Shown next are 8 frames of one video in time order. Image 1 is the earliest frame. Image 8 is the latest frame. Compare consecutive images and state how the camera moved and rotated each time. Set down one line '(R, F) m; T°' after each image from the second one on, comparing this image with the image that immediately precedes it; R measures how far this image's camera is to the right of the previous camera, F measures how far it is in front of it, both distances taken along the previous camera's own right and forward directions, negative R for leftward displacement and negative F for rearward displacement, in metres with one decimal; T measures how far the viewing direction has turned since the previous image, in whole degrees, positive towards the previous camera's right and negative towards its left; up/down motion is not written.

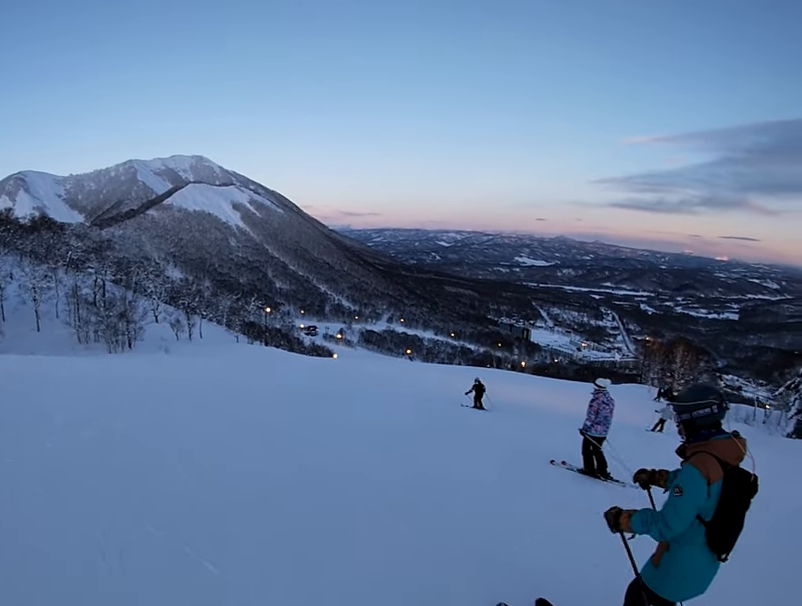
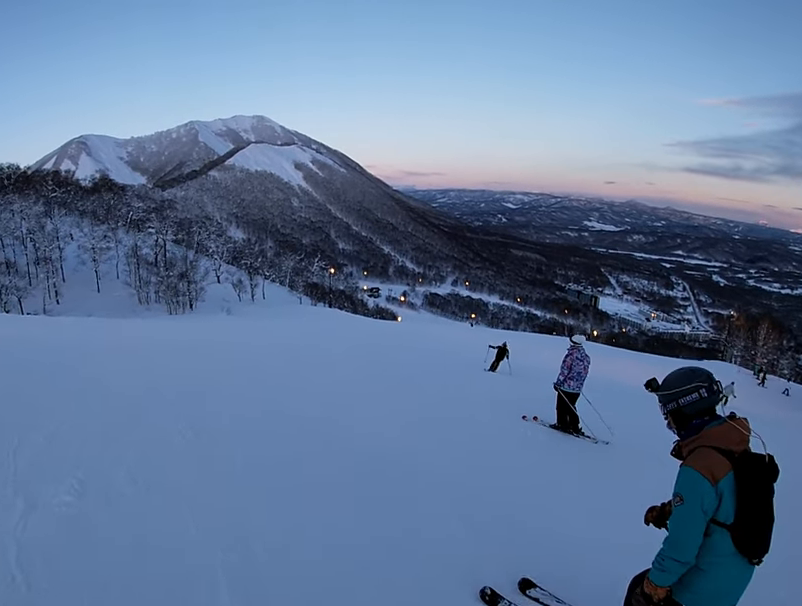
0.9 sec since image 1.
(-0.1, +2.9) m; -1°
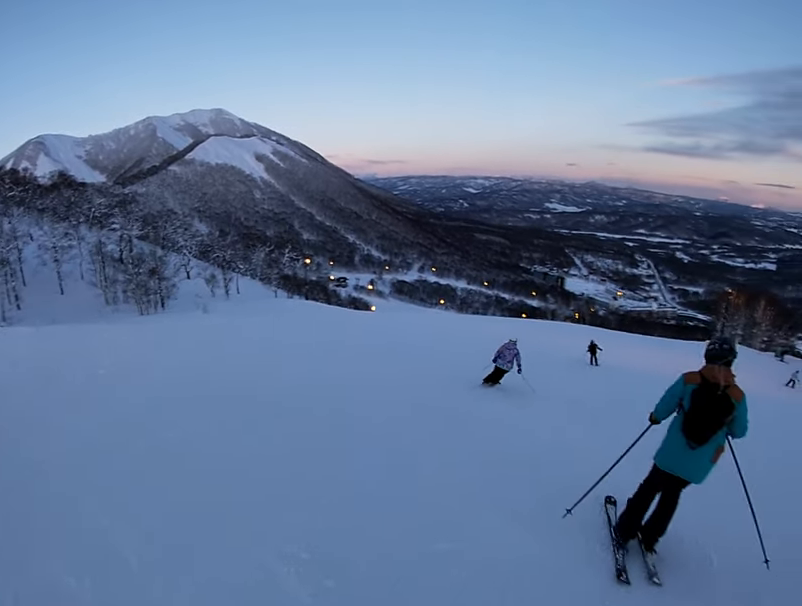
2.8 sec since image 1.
(+0.6, +6.3) m; +17°
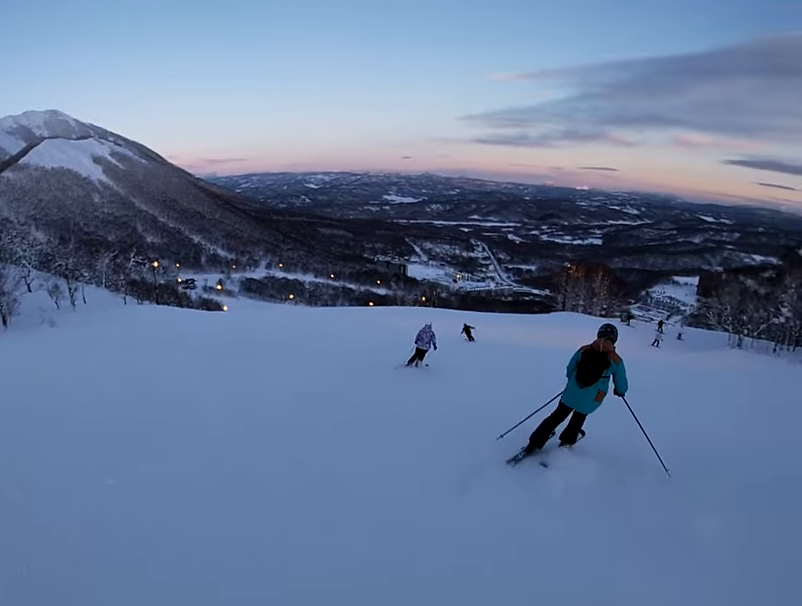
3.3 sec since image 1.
(+0.2, +1.7) m; +7°
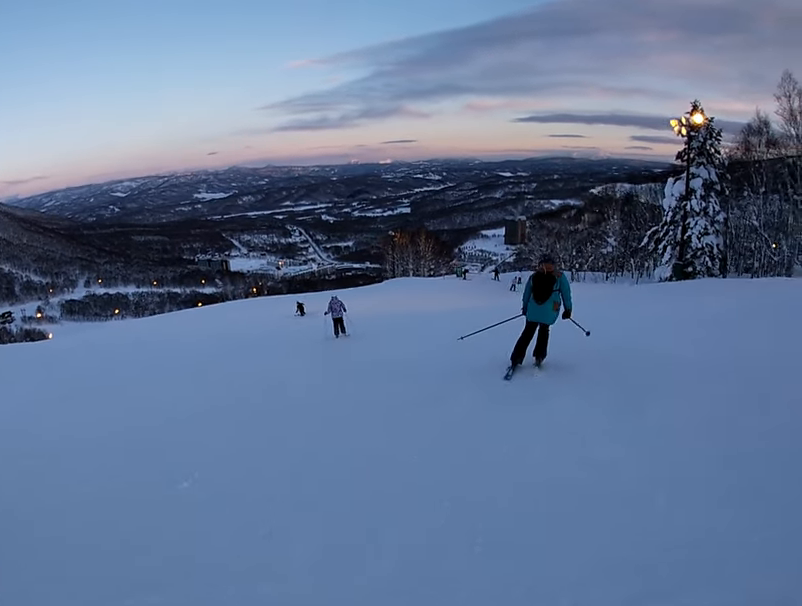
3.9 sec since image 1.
(+0.1, +2.1) m; +8°
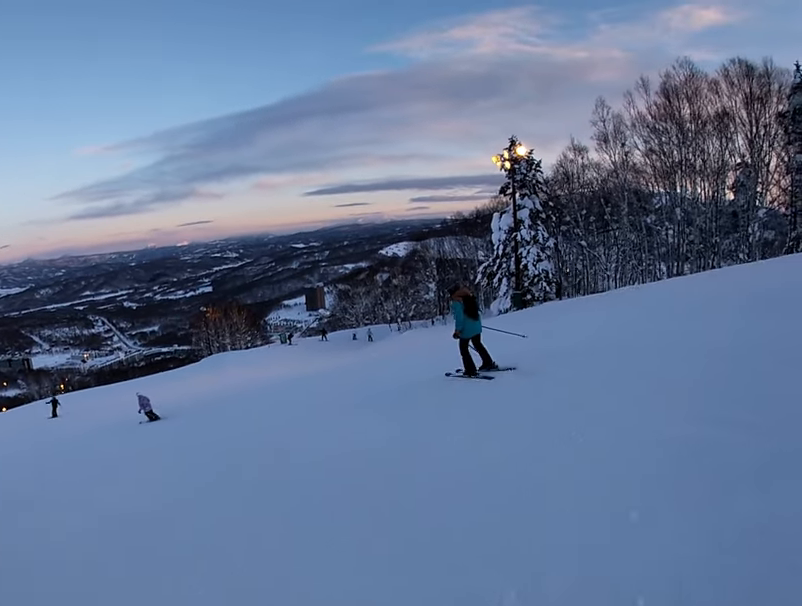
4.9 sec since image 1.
(+0.5, +3.8) m; +13°
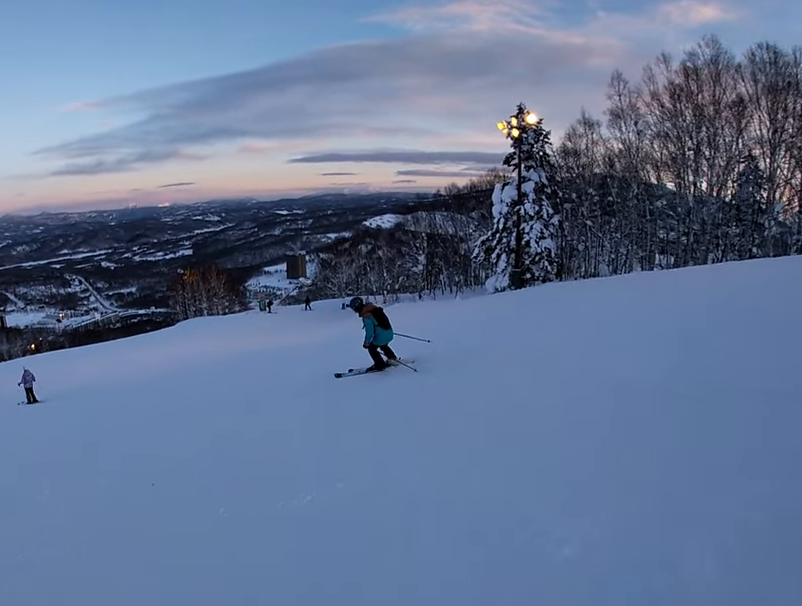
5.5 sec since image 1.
(+0.2, +2.6) m; +3°
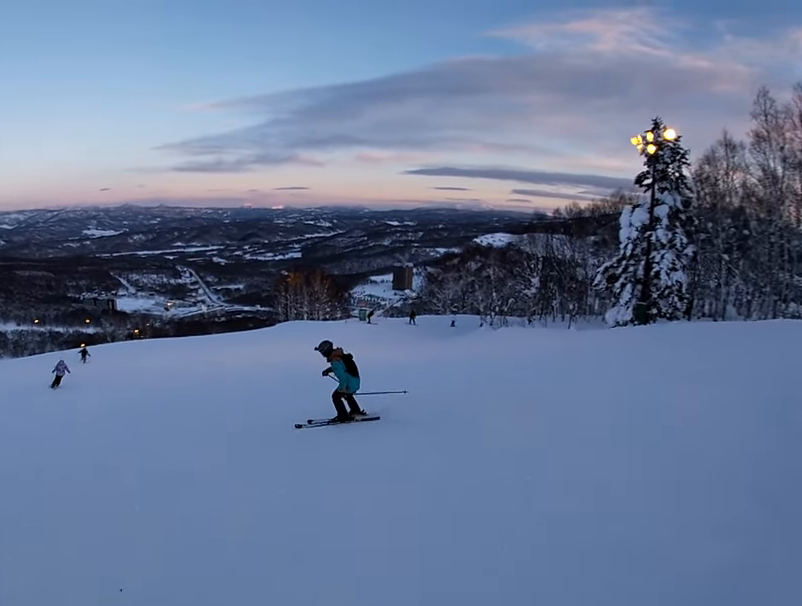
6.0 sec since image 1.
(+0.1, +2.3) m; 0°
